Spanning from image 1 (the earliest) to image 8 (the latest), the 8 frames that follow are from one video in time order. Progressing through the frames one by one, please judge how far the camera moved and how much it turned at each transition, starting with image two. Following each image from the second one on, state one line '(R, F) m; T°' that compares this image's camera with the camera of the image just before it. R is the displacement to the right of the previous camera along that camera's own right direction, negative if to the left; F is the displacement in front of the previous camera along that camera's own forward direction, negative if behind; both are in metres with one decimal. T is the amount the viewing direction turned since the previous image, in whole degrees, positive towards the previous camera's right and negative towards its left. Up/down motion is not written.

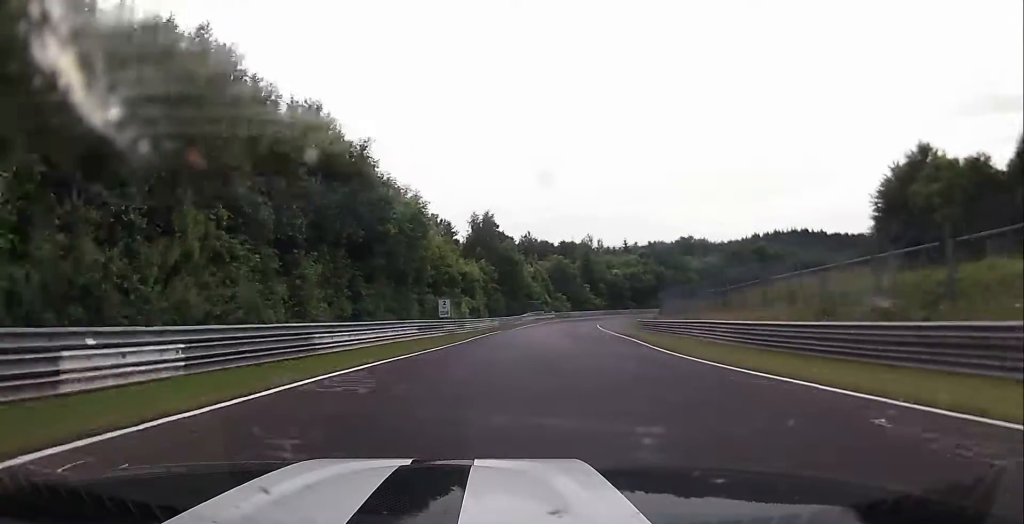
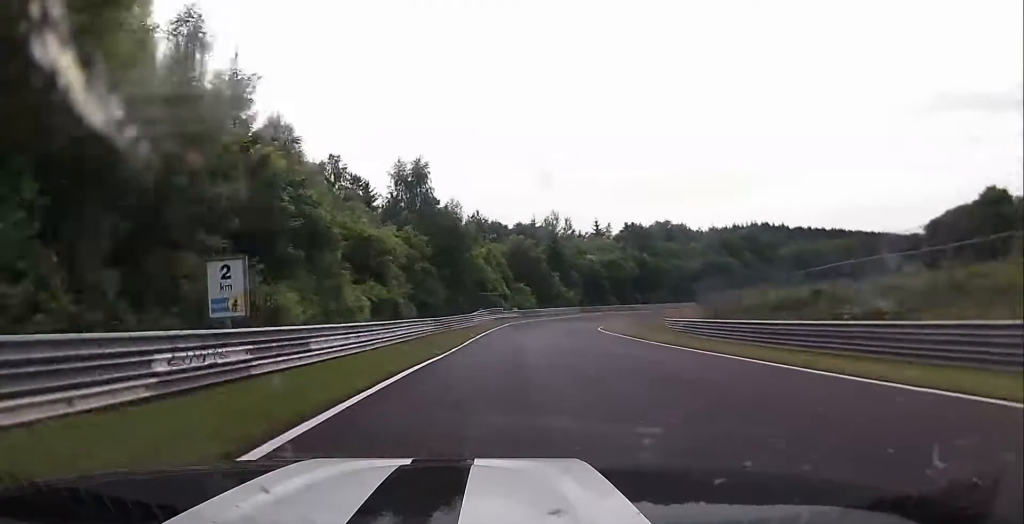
(+2.4, +34.4) m; +6°
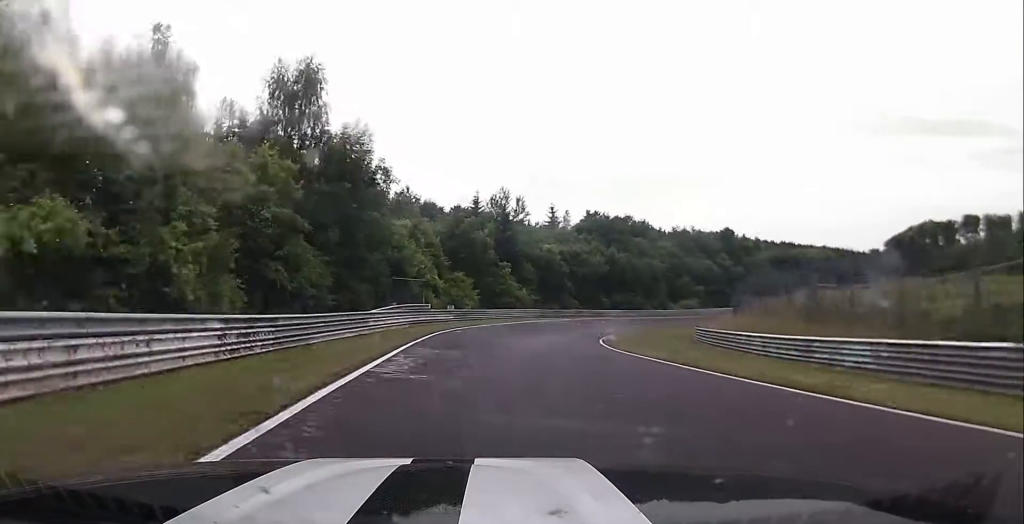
(+0.8, +26.0) m; +7°
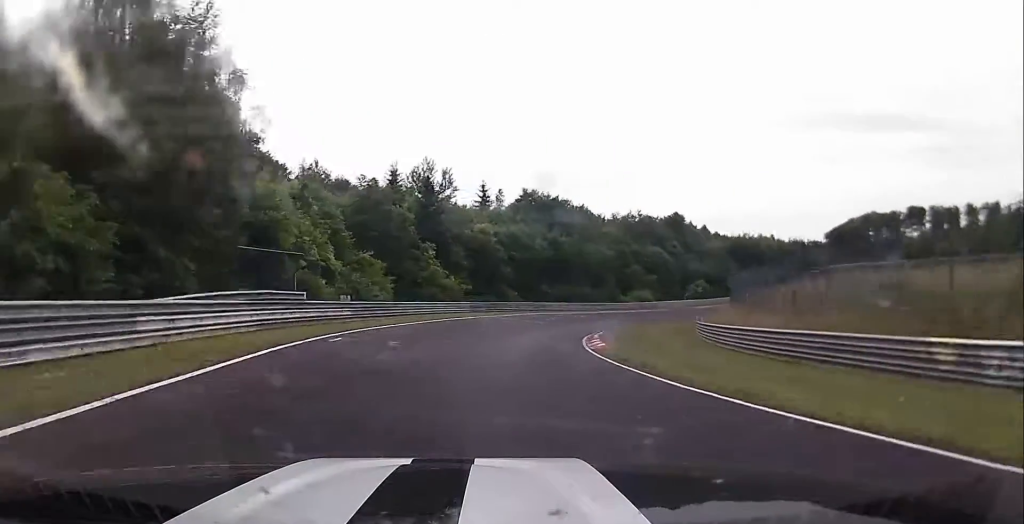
(+0.7, +17.0) m; +6°
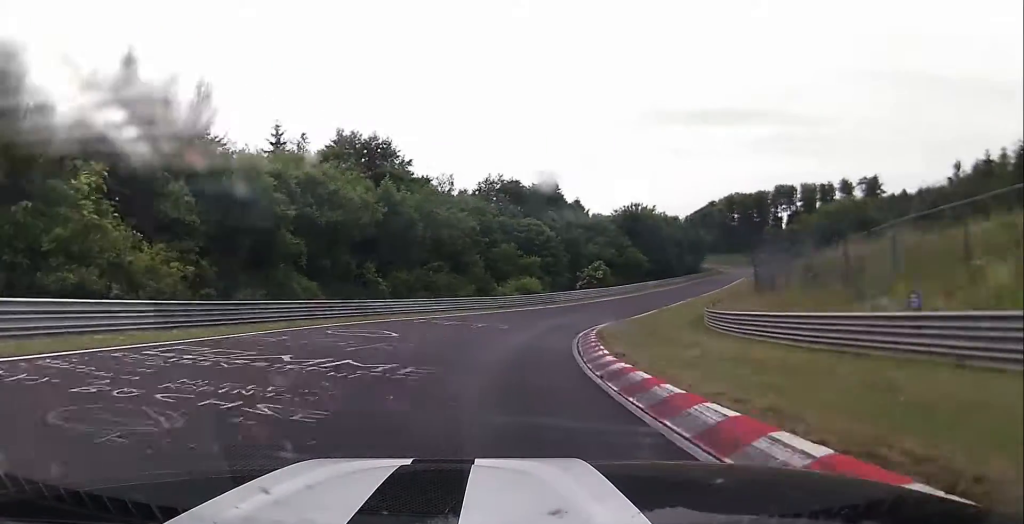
(+4.8, +35.4) m; +15°
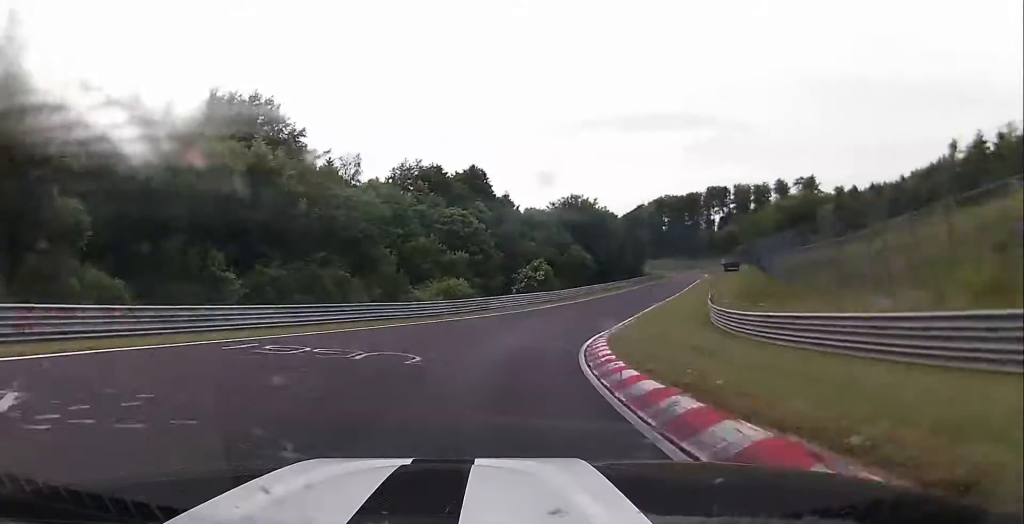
(+0.6, +15.8) m; +6°
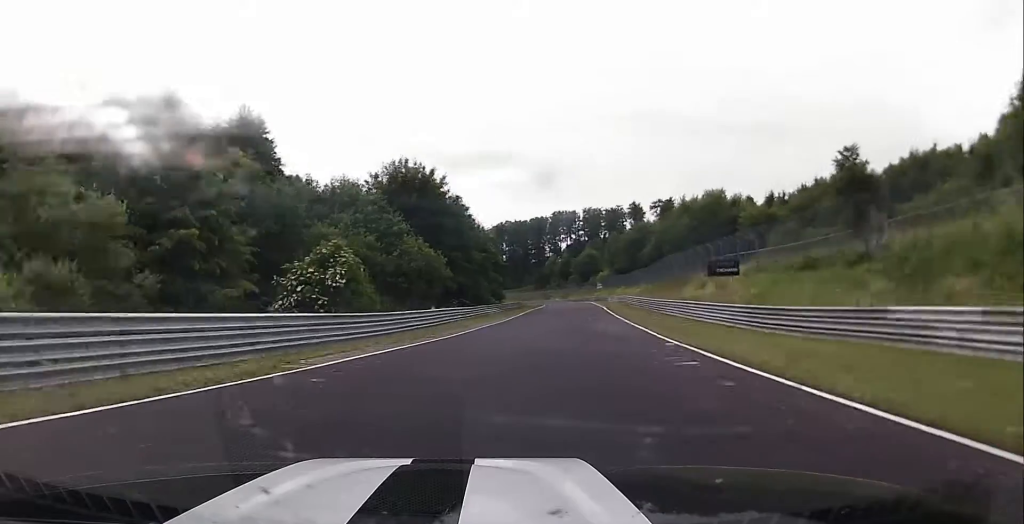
(+5.3, +41.4) m; +14°
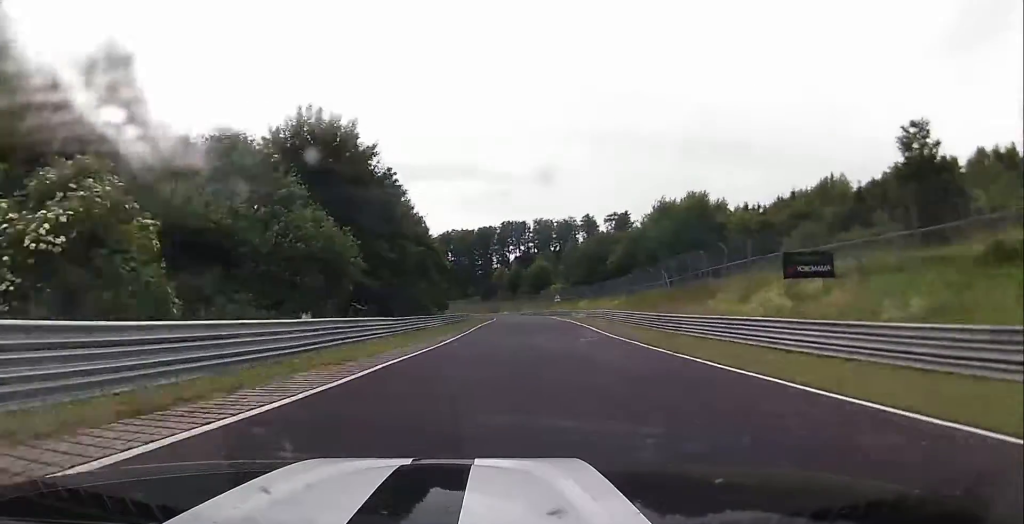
(+1.2, +16.4) m; +3°
